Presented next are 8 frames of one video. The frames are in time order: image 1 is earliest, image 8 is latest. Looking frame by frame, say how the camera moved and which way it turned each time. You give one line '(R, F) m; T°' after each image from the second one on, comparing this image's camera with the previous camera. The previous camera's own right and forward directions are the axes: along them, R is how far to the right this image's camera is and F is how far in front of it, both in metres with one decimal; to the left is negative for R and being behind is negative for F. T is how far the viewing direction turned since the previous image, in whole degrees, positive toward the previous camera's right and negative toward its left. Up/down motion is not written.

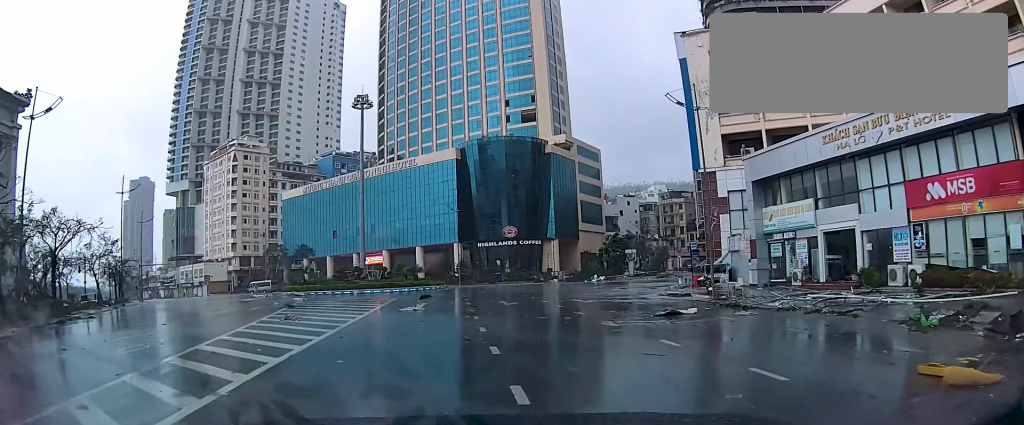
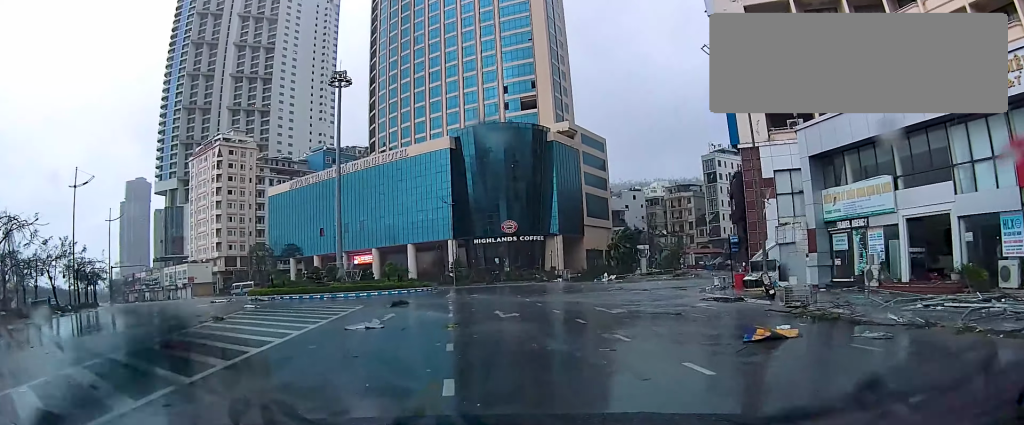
(0.0, +8.4) m; 0°
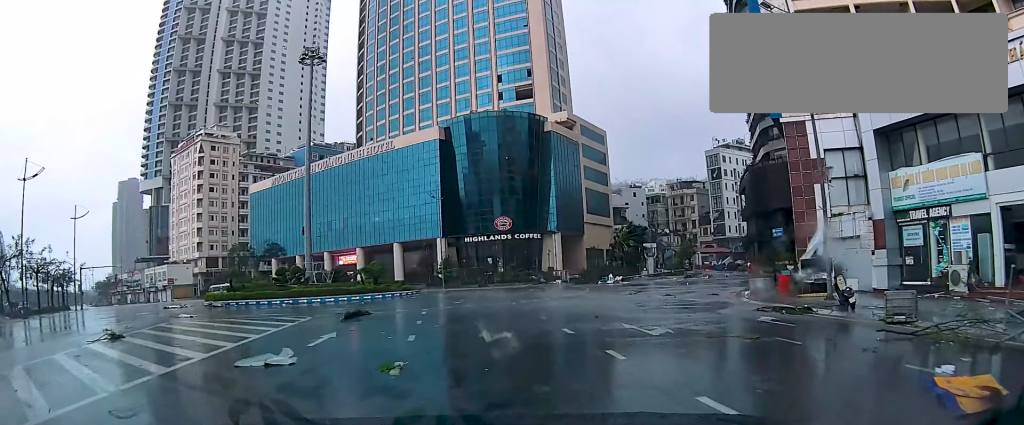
(0.0, +7.2) m; +1°
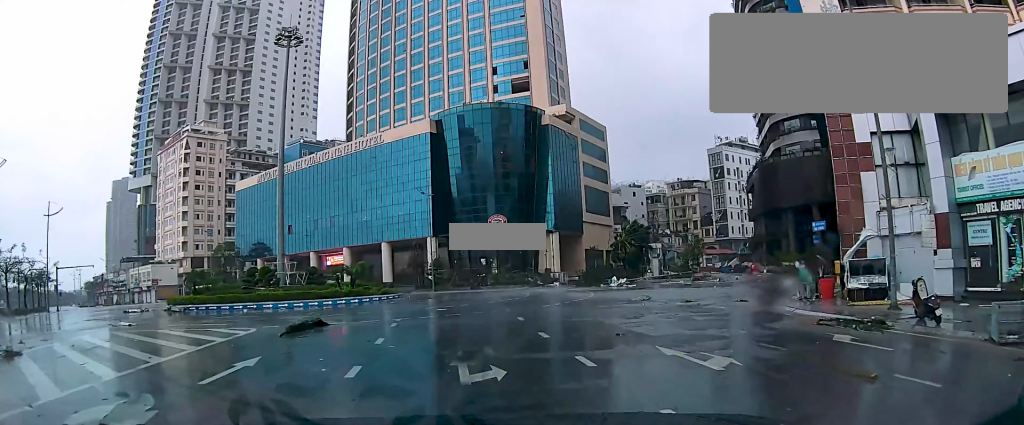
(+0.1, +4.8) m; 0°
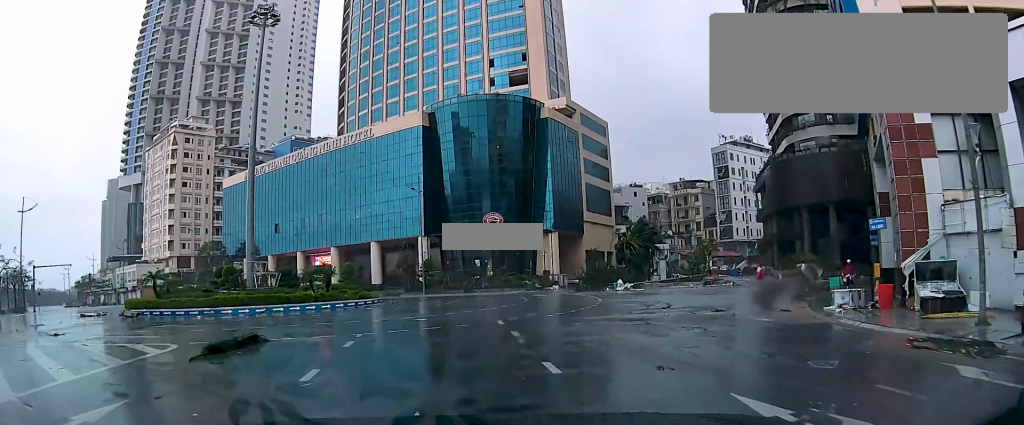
(-0.1, +4.6) m; 0°
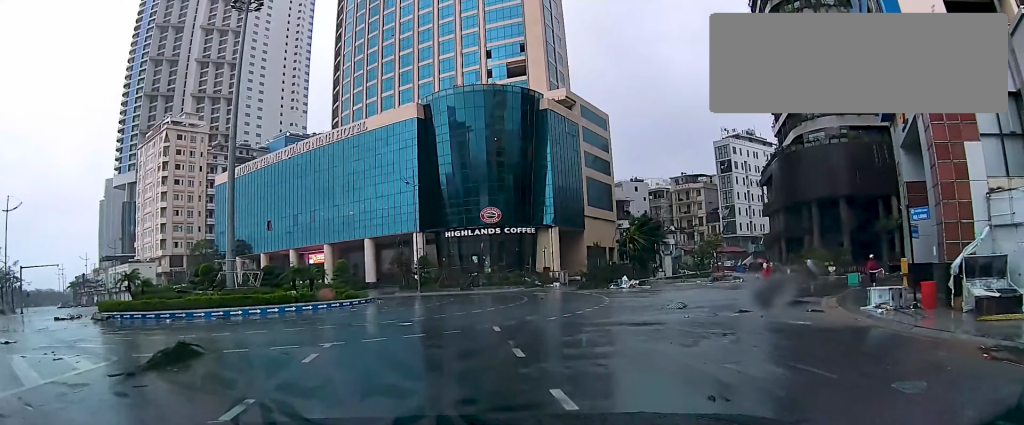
(0.0, +2.6) m; 0°
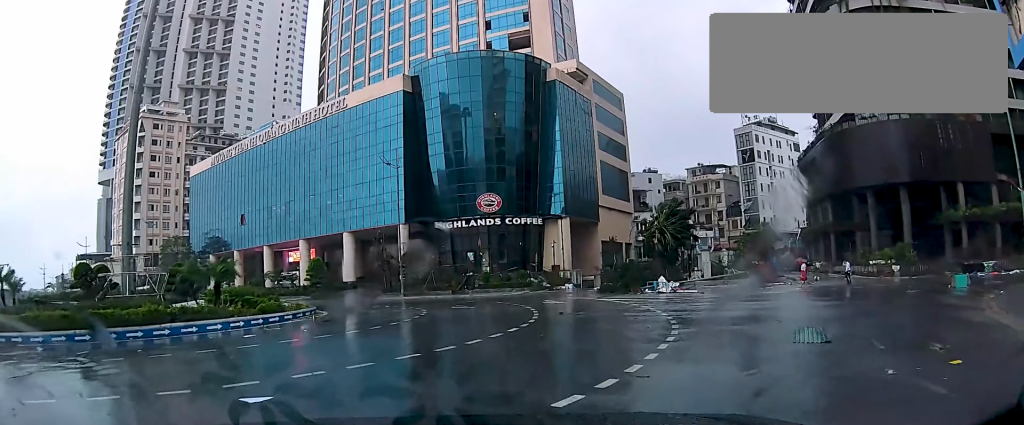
(-0.1, +10.7) m; 0°
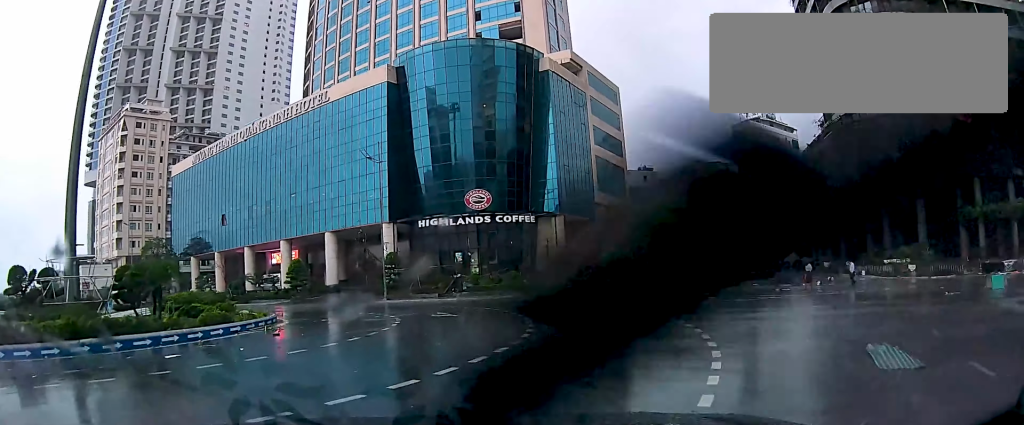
(+0.2, +3.9) m; 0°
